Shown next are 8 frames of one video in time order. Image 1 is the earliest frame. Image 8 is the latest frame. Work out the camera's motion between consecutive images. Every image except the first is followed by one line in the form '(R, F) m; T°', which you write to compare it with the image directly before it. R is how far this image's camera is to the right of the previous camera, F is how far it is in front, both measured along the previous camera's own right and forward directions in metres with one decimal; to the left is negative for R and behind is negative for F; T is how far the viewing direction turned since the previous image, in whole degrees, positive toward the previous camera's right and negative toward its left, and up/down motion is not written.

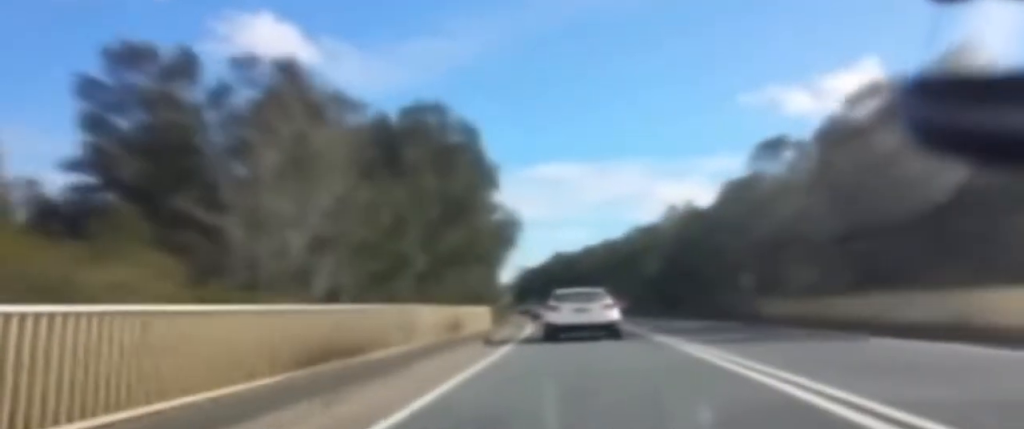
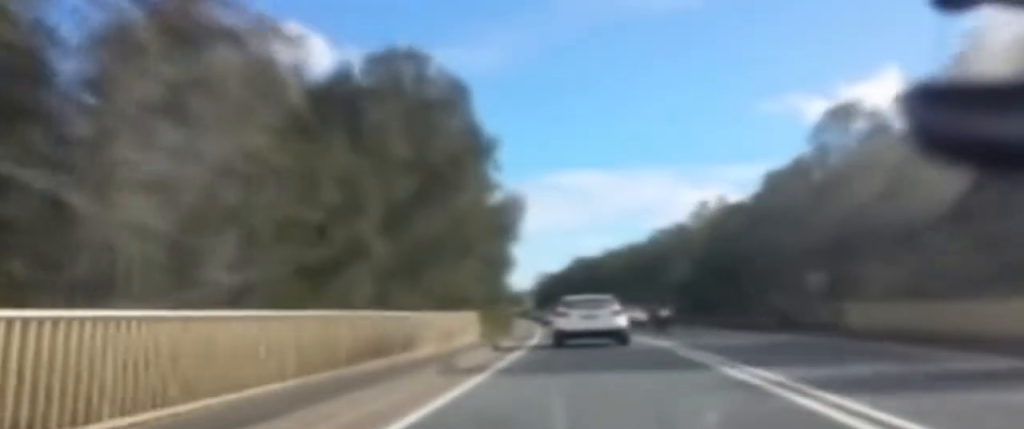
(-0.3, +11.1) m; -1°
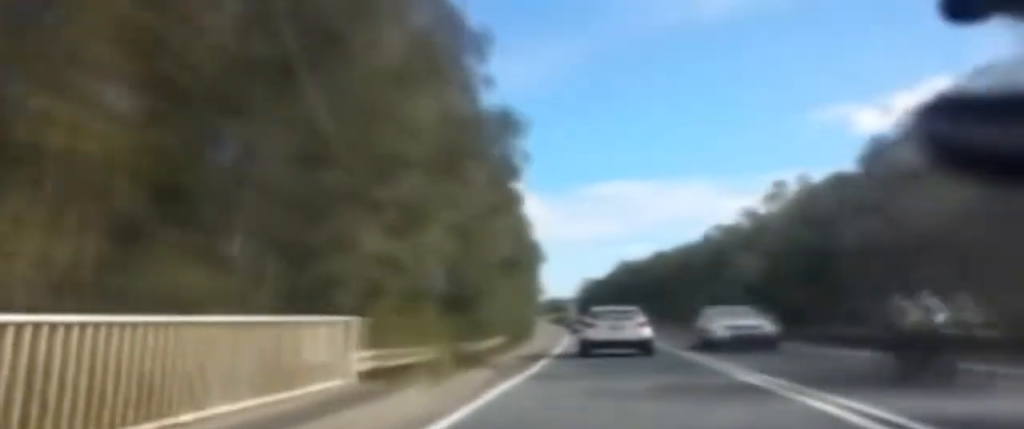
(-0.3, +17.9) m; -2°
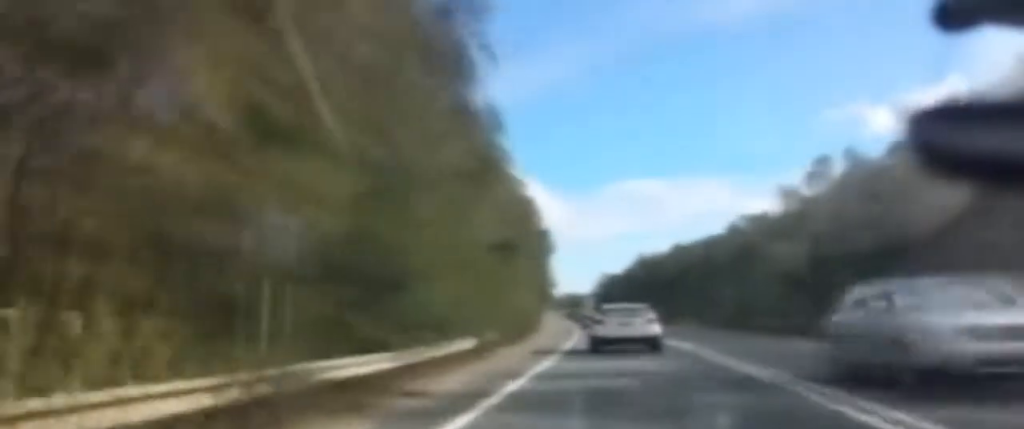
(0.0, +10.5) m; -1°
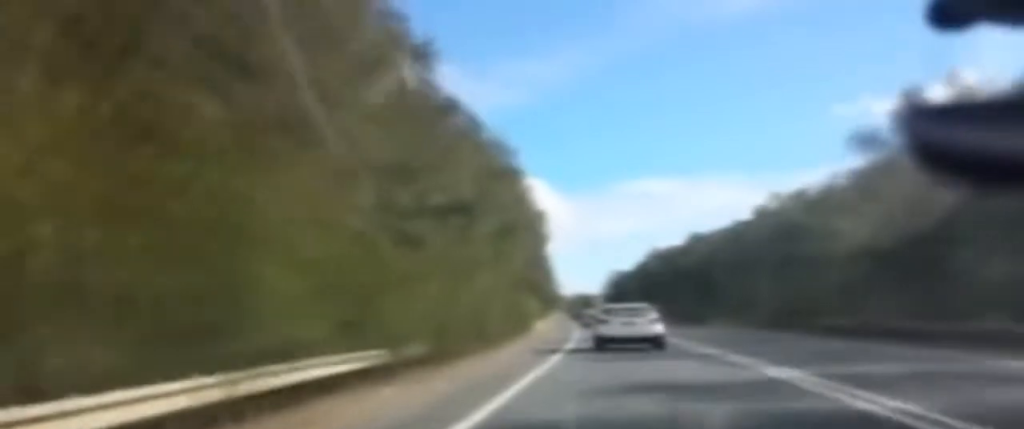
(-0.3, +16.7) m; -2°
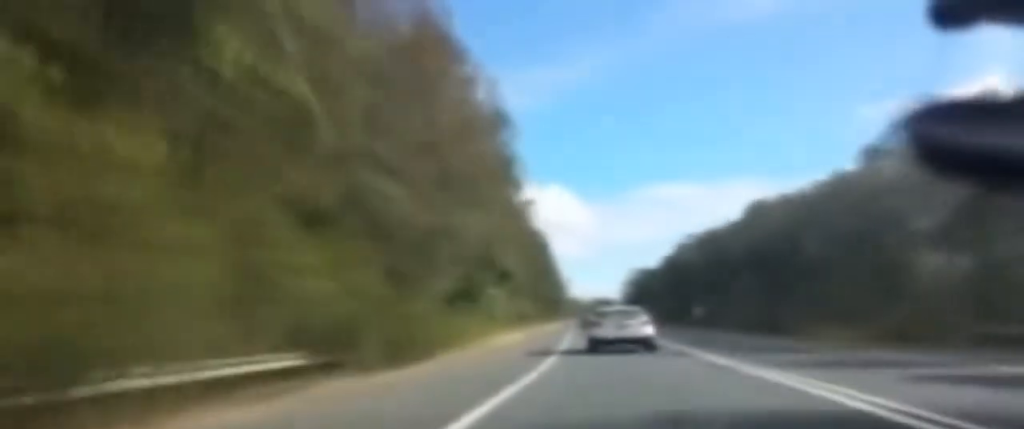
(-0.7, +37.4) m; -1°
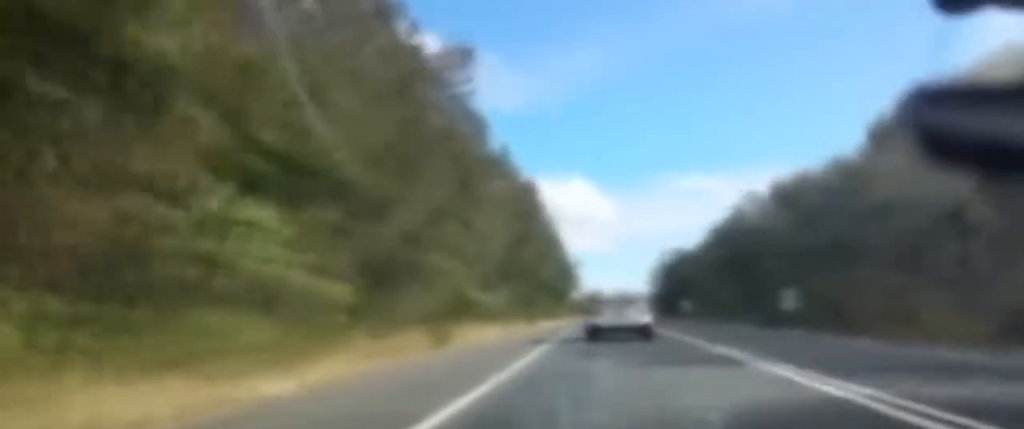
(+1.1, +37.6) m; -1°
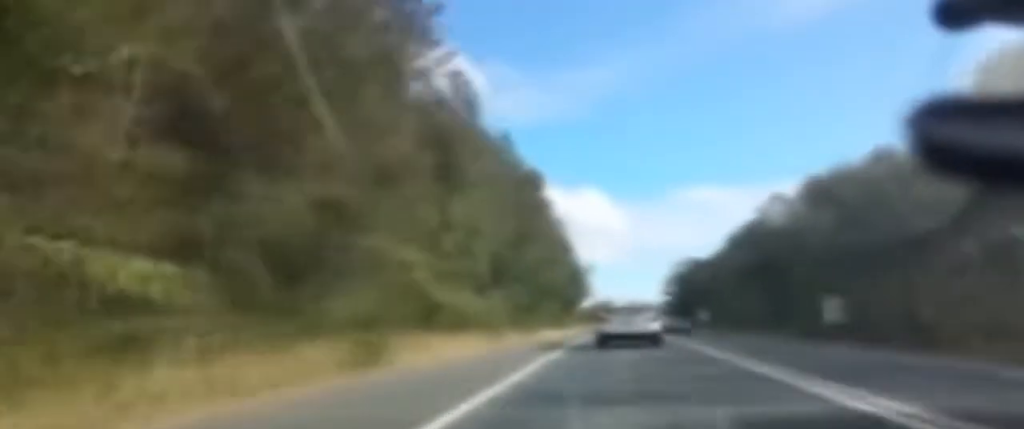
(-0.6, +9.8) m; -1°
